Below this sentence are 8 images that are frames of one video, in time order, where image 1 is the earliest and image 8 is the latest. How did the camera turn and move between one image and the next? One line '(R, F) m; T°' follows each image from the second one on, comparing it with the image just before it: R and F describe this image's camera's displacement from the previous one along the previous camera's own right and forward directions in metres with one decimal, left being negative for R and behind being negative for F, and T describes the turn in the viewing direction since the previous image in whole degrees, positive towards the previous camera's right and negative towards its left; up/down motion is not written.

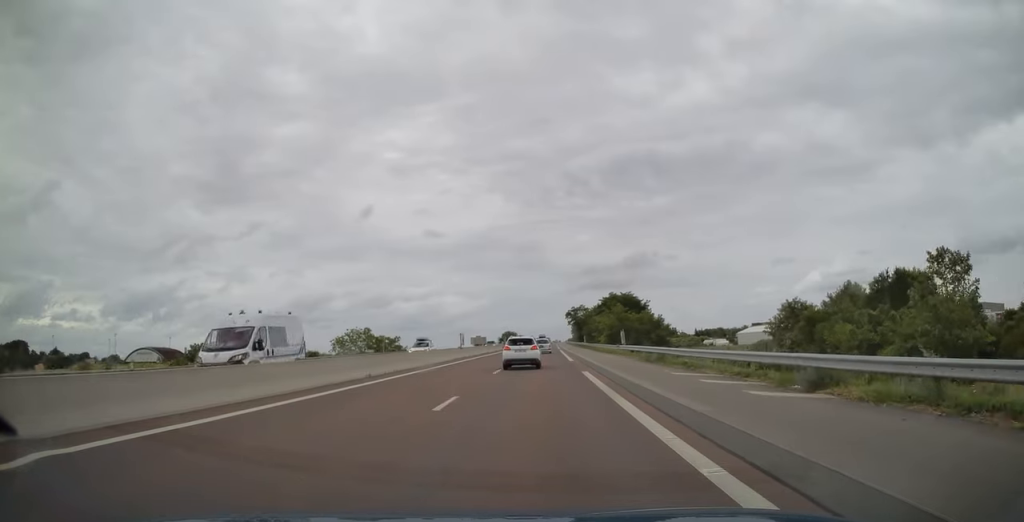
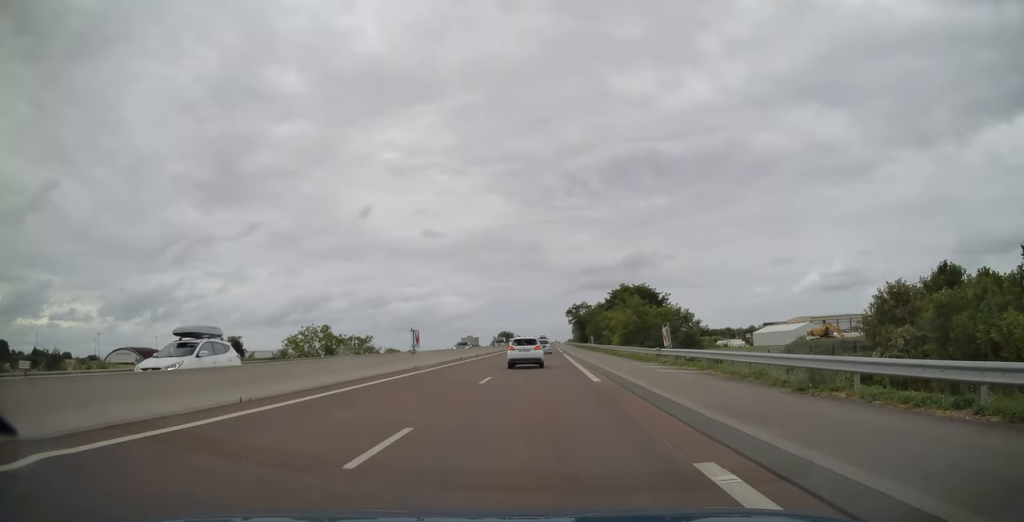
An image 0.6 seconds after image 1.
(+0.1, +18.3) m; 0°
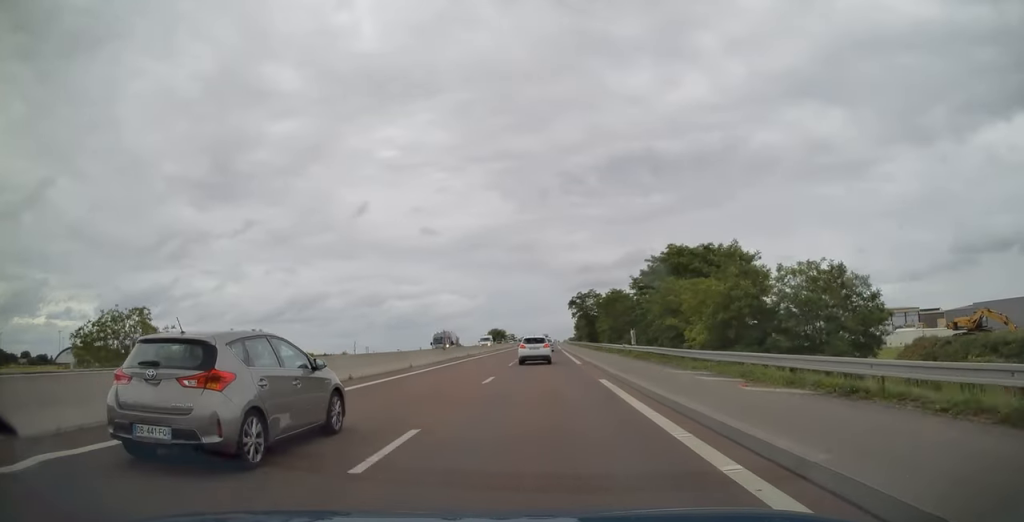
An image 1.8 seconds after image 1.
(-0.3, +39.3) m; 0°
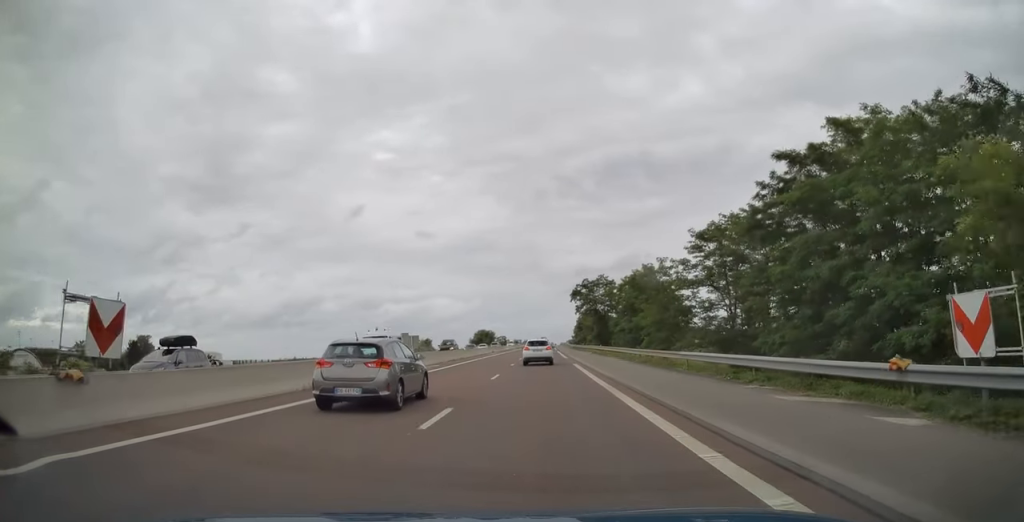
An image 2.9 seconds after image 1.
(+0.3, +35.5) m; +1°
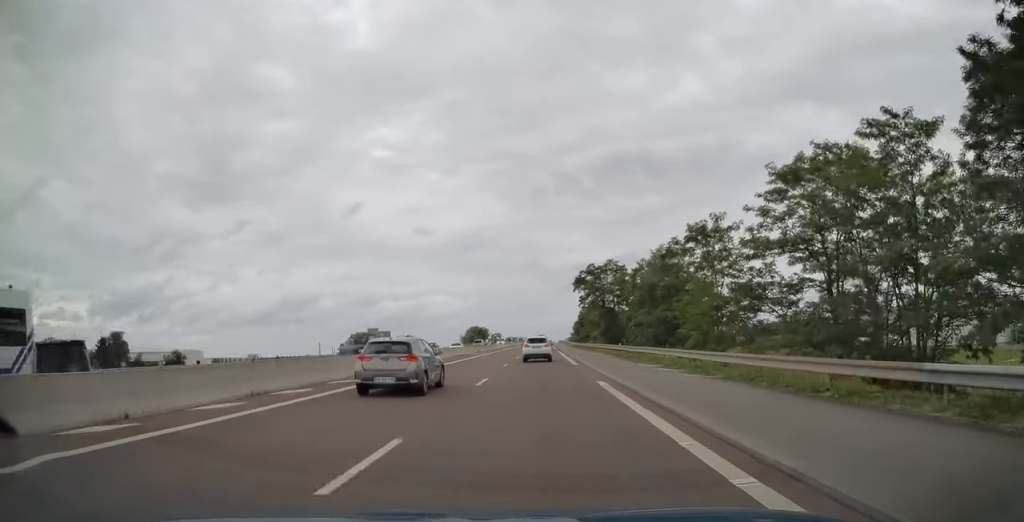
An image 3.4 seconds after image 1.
(+0.1, +17.2) m; 0°
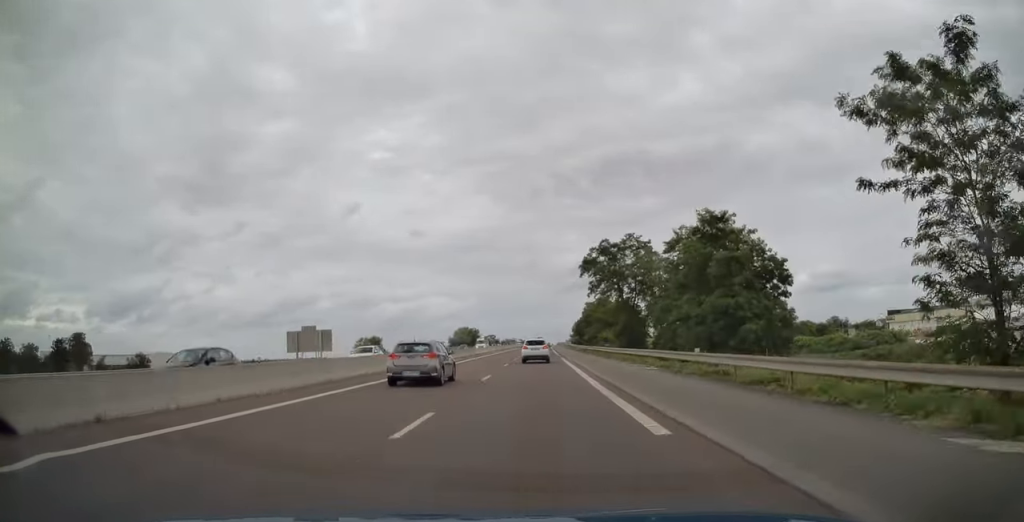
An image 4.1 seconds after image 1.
(+0.1, +22.6) m; 0°
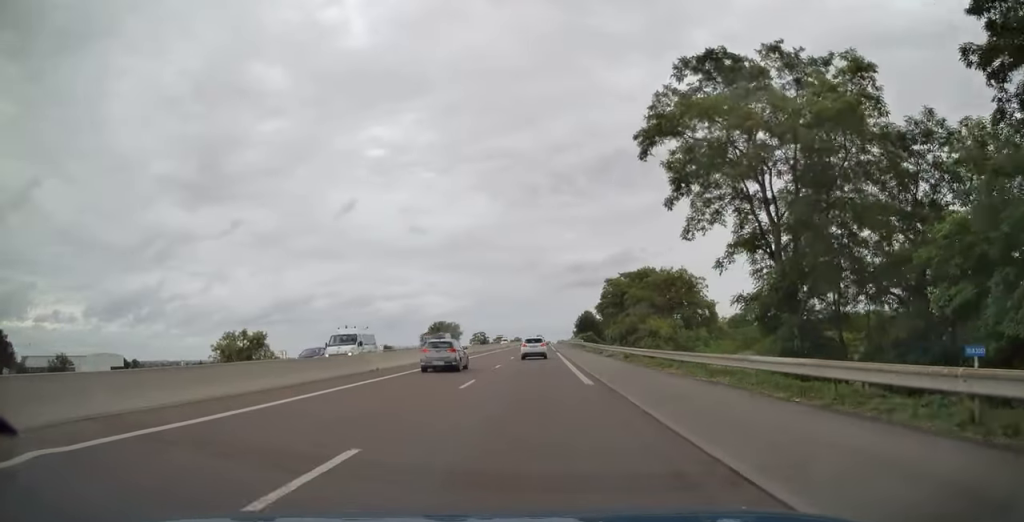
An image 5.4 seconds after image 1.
(+0.1, +42.9) m; 0°
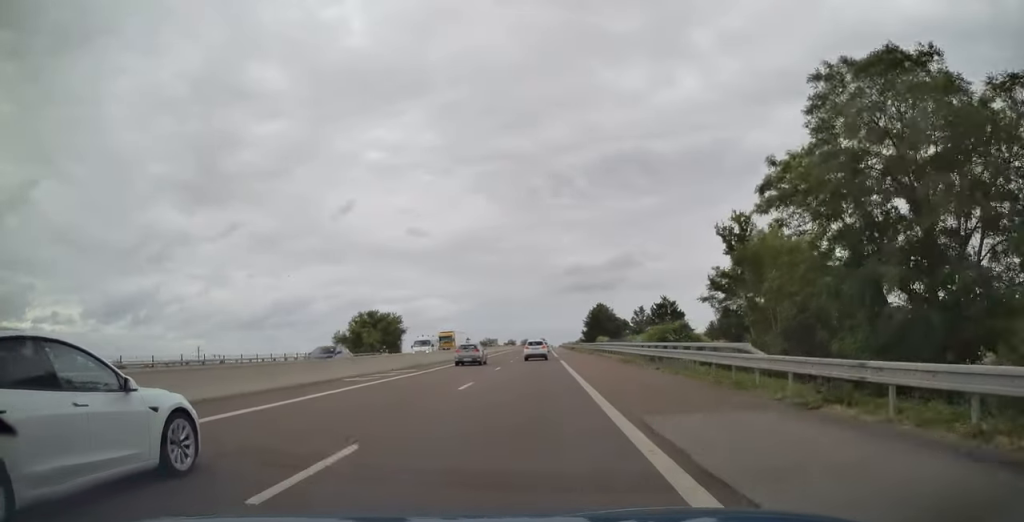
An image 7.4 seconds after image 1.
(+0.1, +64.4) m; 0°
